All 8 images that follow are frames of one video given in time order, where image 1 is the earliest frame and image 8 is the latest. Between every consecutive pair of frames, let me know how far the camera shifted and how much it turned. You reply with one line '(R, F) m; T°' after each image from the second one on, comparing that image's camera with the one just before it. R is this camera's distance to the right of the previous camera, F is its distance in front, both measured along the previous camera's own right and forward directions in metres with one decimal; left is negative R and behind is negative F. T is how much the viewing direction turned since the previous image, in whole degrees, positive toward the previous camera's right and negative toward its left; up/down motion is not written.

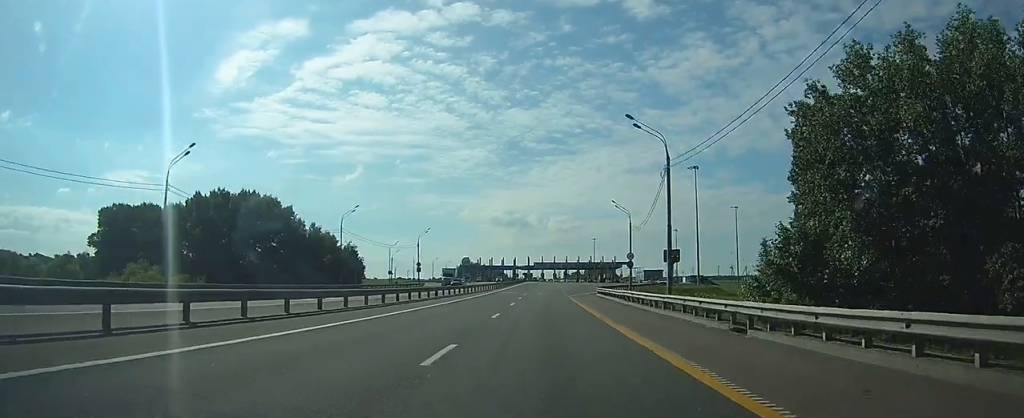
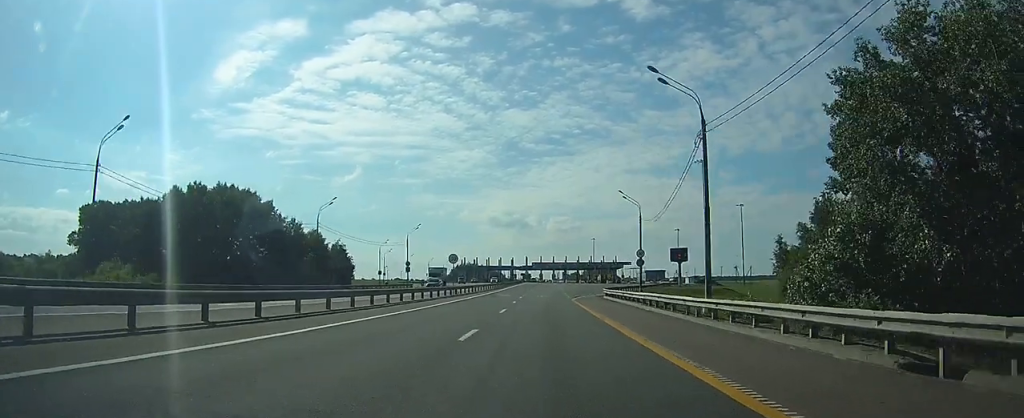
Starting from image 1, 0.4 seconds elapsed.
(0.0, +8.5) m; 0°
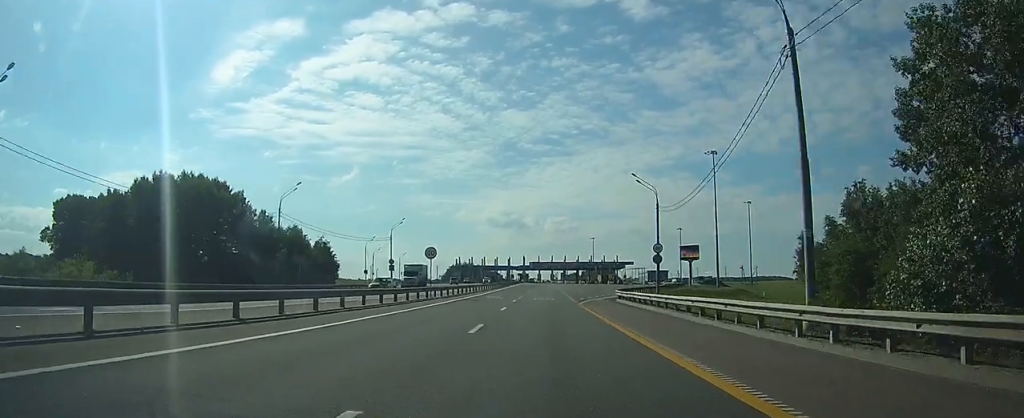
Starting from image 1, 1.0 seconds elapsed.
(0.0, +10.8) m; 0°
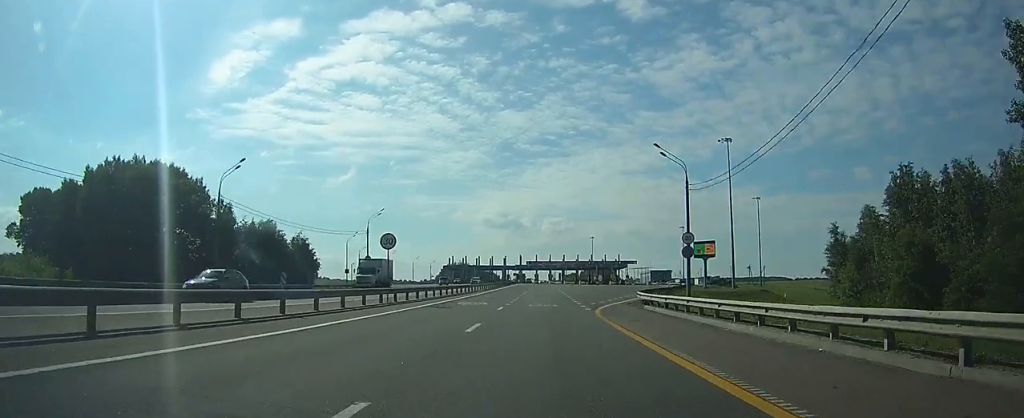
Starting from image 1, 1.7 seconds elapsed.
(0.0, +12.5) m; 0°
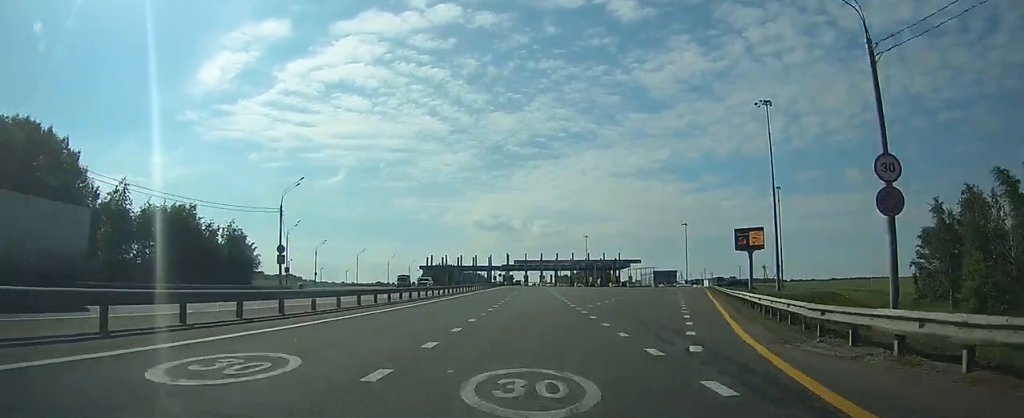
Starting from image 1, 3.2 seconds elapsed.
(+0.2, +27.5) m; 0°
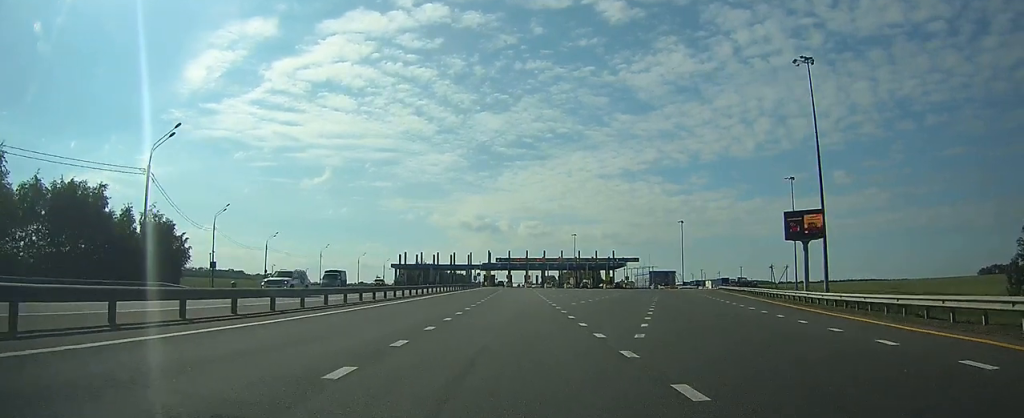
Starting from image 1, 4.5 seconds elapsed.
(0.0, +20.7) m; +2°
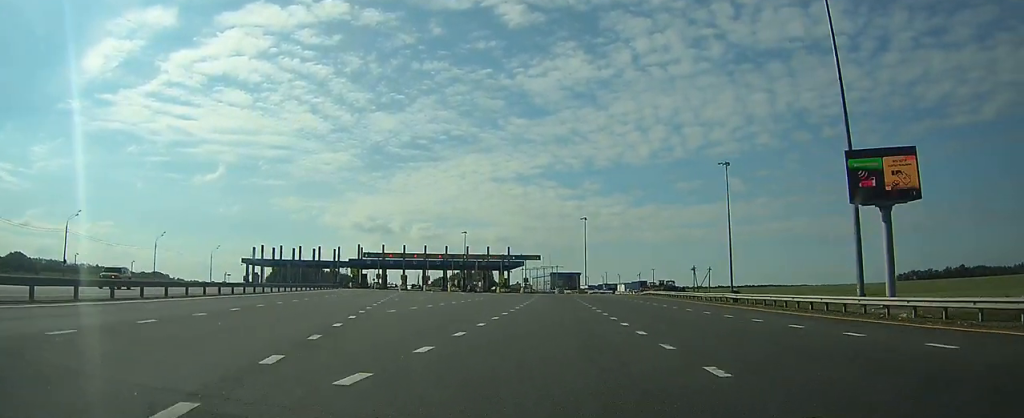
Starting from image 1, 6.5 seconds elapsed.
(+1.1, +30.8) m; +5°
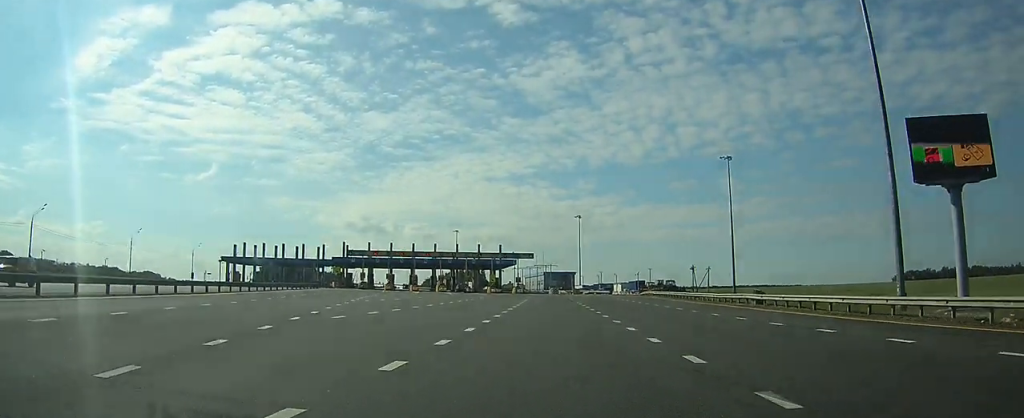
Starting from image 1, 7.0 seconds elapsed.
(+0.3, +6.3) m; +2°
